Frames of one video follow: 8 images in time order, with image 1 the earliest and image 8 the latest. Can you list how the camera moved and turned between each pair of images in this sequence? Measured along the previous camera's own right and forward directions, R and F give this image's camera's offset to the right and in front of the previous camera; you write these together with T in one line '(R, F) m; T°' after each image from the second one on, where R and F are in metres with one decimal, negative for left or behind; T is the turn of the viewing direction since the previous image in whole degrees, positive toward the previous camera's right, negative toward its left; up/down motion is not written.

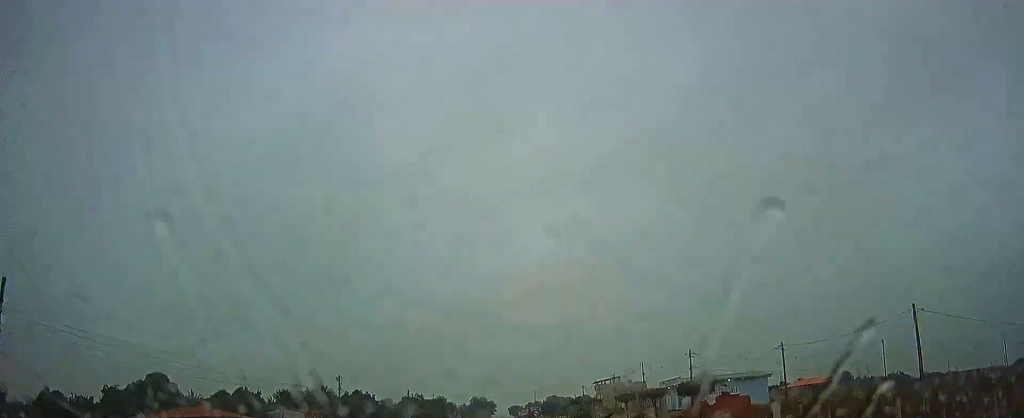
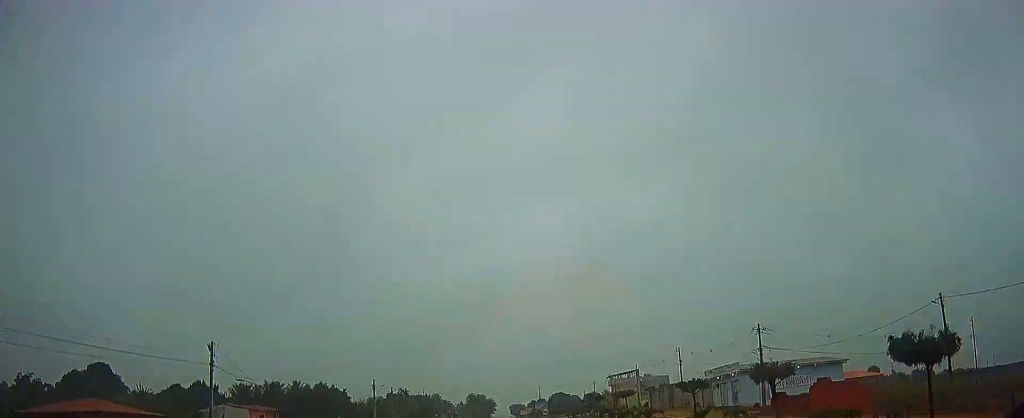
(+0.3, +24.9) m; 0°
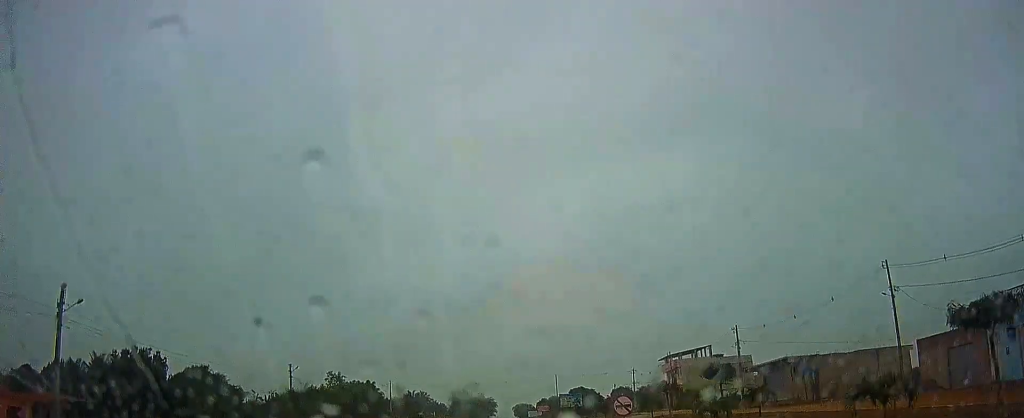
(-0.2, +54.8) m; 0°
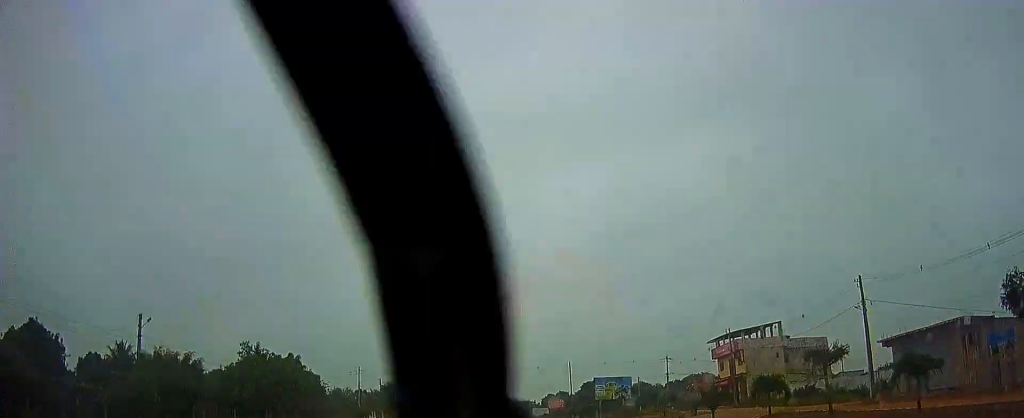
(+0.5, +27.3) m; 0°
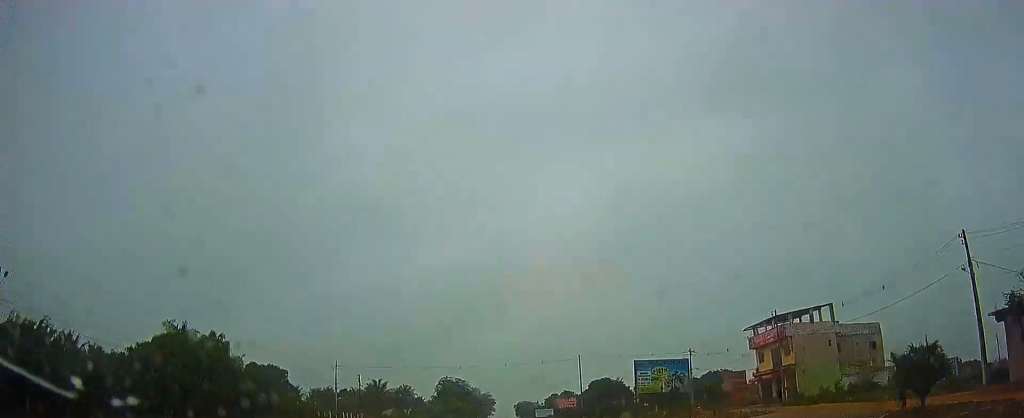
(-0.2, +13.4) m; 0°
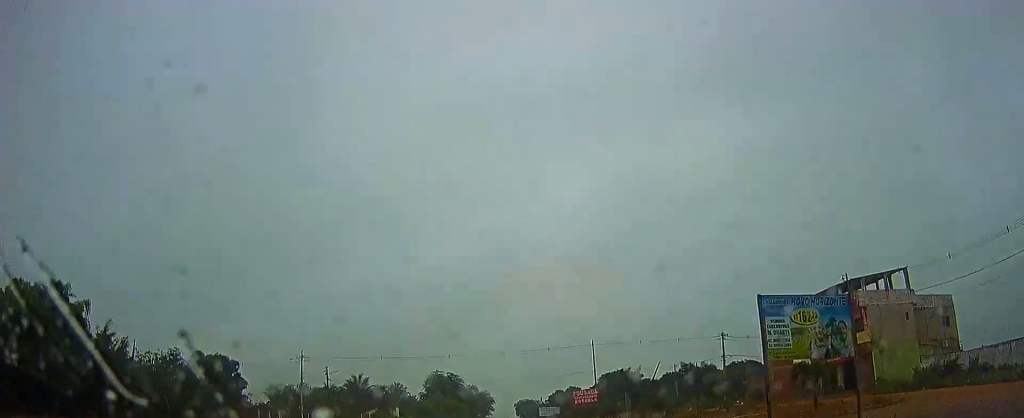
(-0.1, +14.5) m; 0°
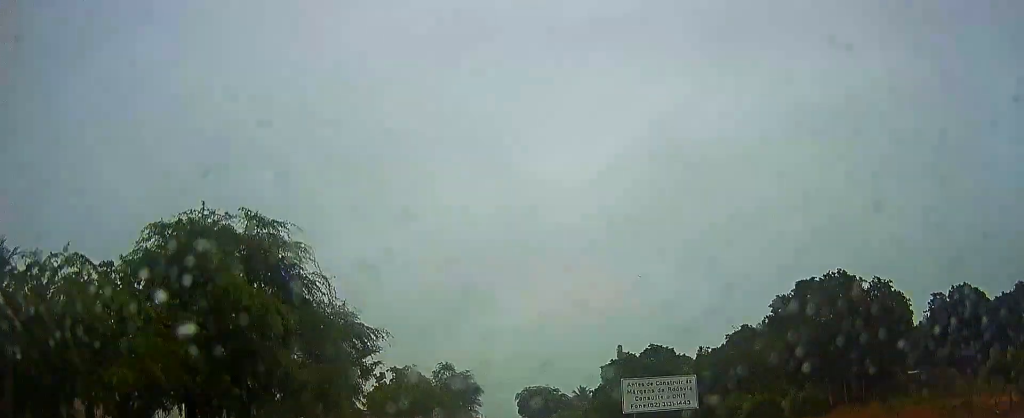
(0.0, +76.8) m; 0°
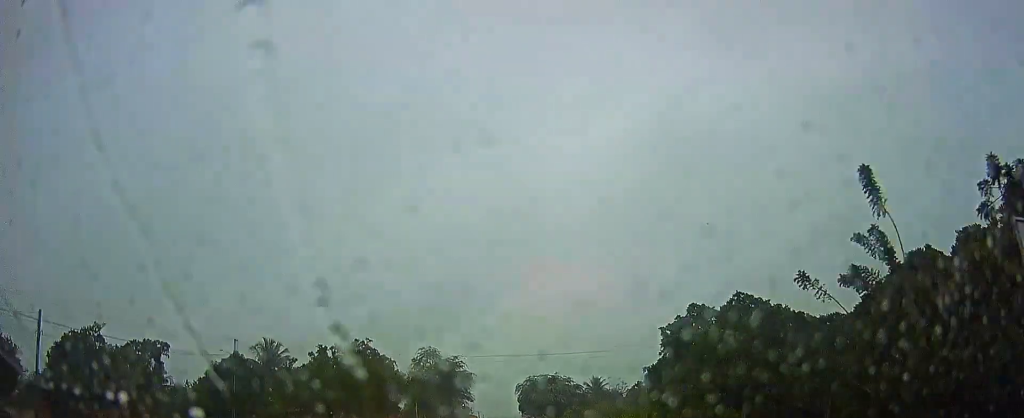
(-0.1, +22.7) m; 0°
